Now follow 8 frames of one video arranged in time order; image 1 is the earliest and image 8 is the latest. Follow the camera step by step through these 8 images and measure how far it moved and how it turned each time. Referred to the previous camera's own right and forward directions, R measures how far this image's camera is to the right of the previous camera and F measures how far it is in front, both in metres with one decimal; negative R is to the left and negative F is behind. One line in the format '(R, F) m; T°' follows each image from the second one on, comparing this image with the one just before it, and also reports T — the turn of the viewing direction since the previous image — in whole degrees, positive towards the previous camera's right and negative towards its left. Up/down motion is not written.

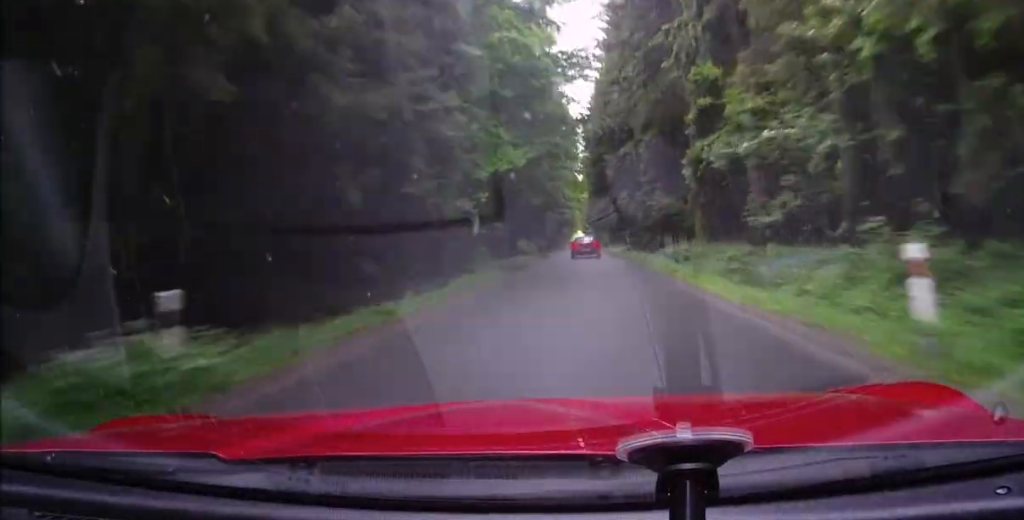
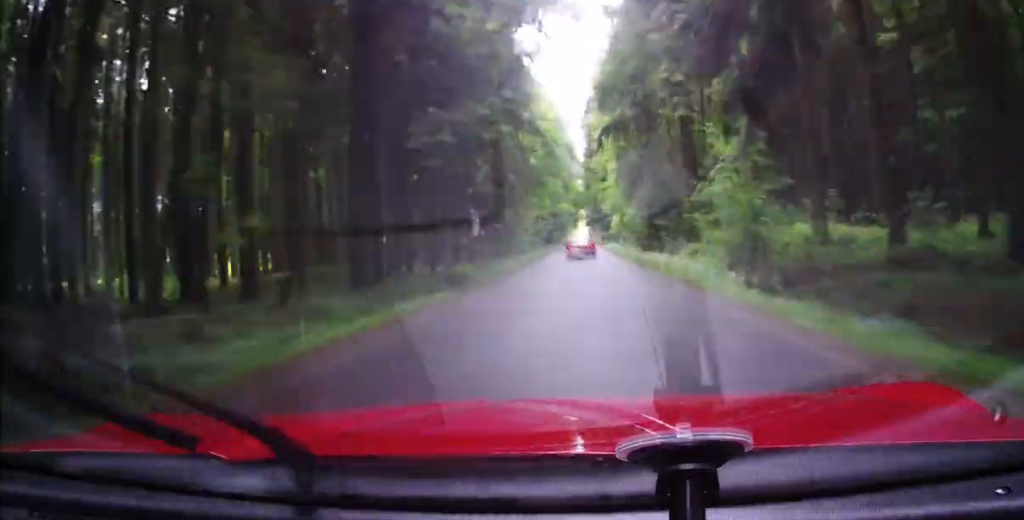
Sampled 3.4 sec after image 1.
(+2.3, +140.1) m; 0°
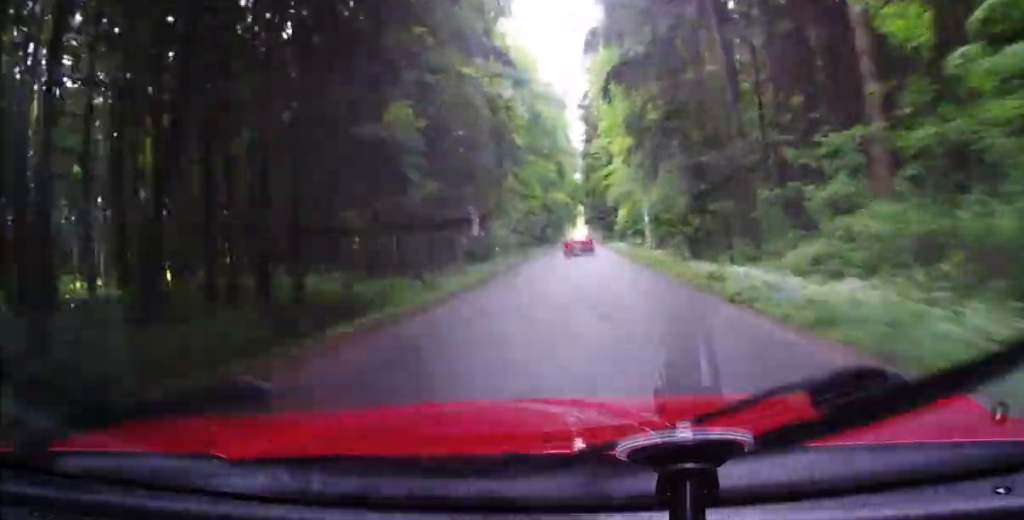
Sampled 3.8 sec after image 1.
(+0.2, +16.0) m; -1°
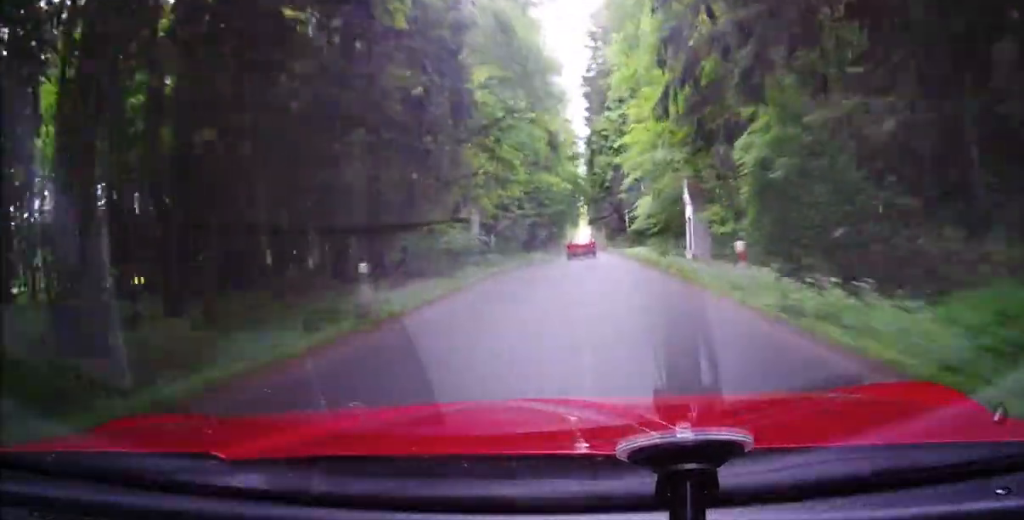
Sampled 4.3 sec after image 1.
(-0.8, +18.6) m; -1°
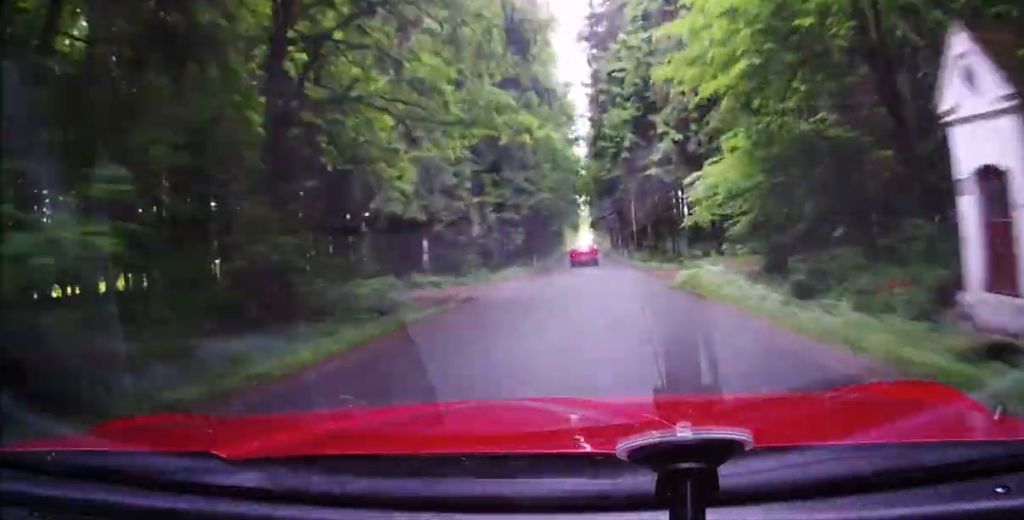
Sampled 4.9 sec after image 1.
(-0.5, +23.9) m; 0°
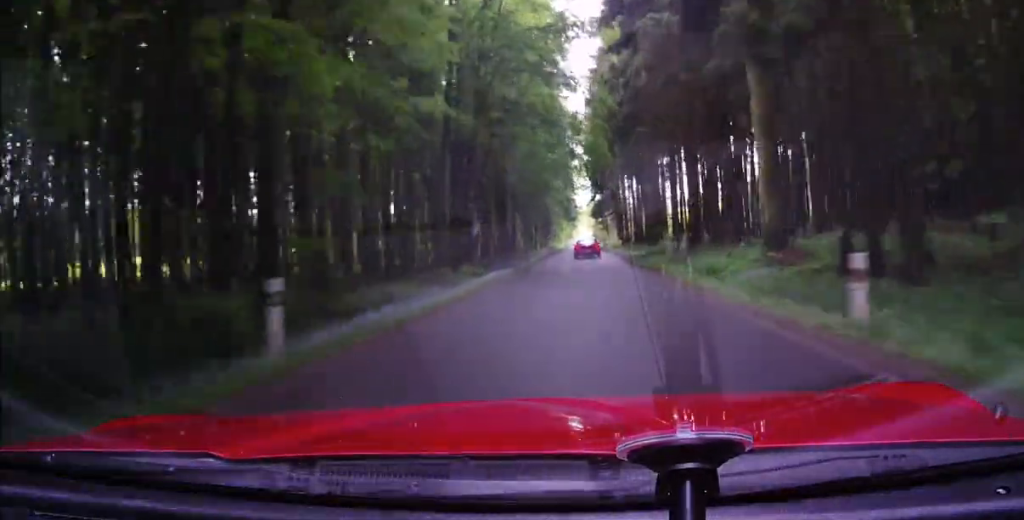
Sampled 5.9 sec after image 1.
(+0.7, +40.0) m; +1°
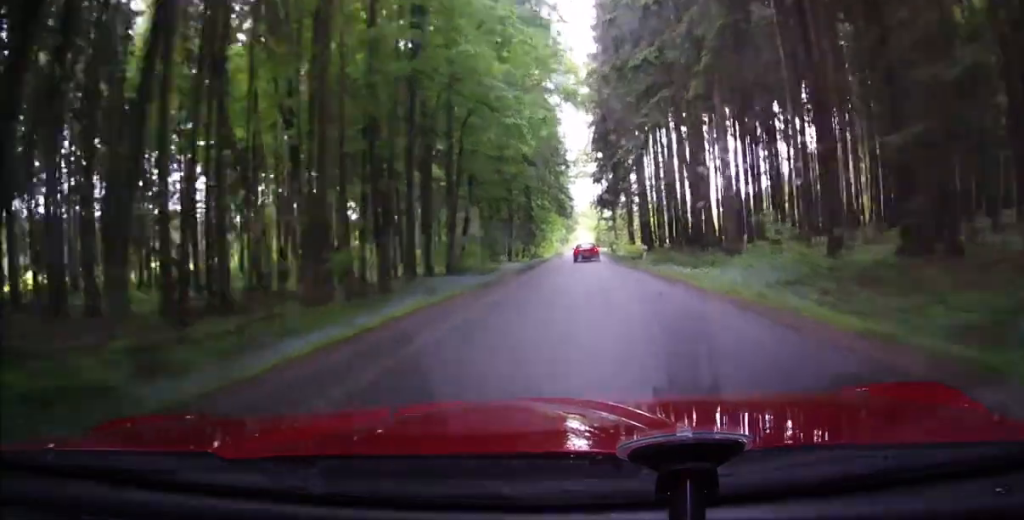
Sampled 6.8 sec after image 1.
(0.0, +34.9) m; 0°
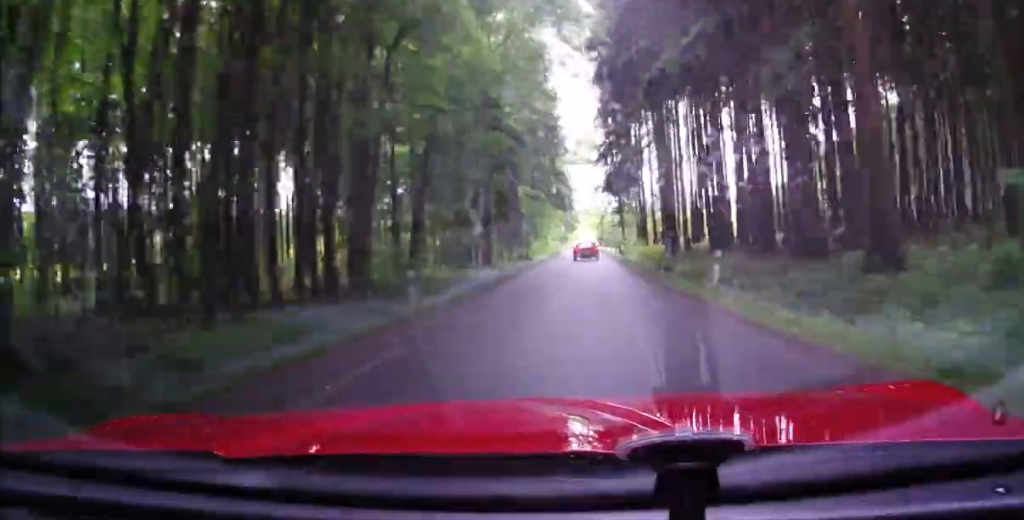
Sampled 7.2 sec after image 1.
(0.0, +16.1) m; 0°
